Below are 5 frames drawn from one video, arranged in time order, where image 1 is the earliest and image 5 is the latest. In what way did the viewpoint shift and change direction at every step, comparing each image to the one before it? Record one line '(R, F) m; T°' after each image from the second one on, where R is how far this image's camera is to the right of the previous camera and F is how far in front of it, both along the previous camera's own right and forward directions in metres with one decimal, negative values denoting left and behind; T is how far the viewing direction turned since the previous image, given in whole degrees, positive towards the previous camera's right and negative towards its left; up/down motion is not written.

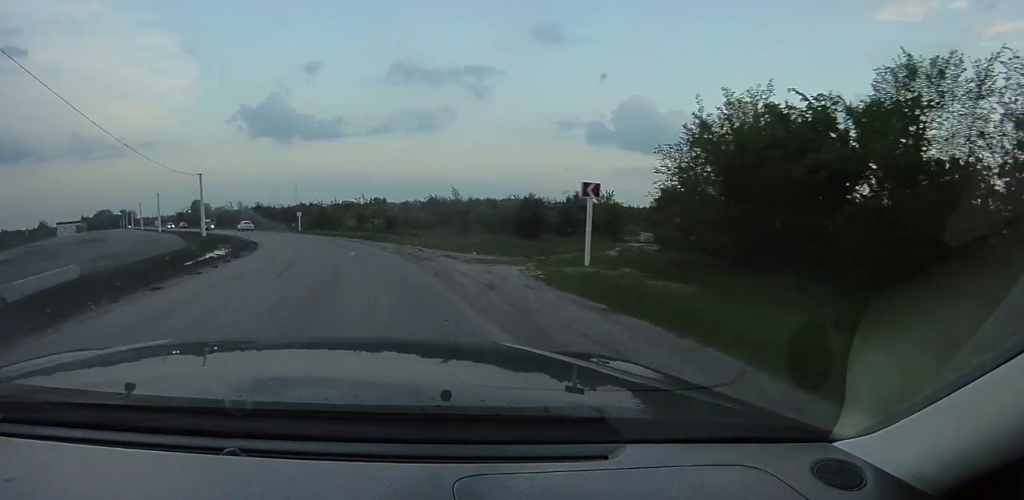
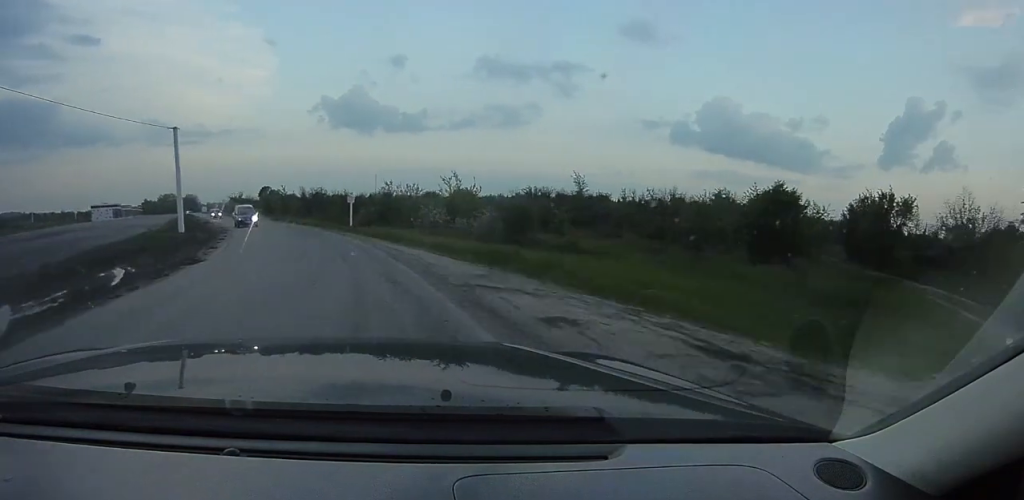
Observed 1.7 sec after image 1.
(-2.5, +25.3) m; -9°
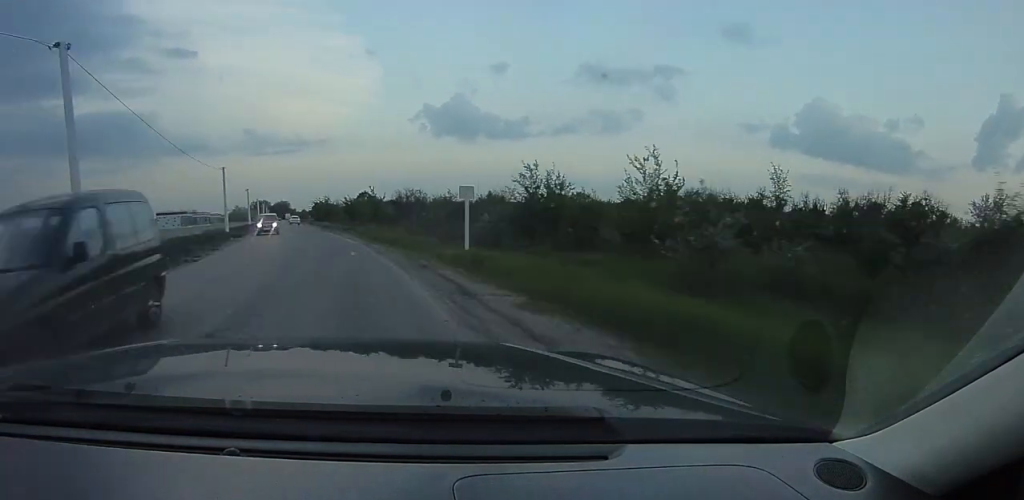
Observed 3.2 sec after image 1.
(-0.7, +20.0) m; -7°
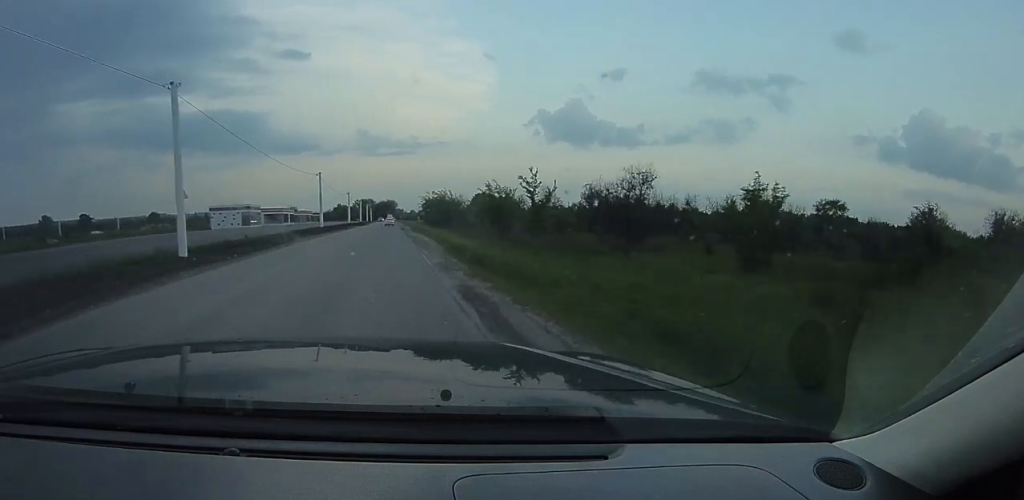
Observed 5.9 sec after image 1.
(-5.9, +36.7) m; -14°
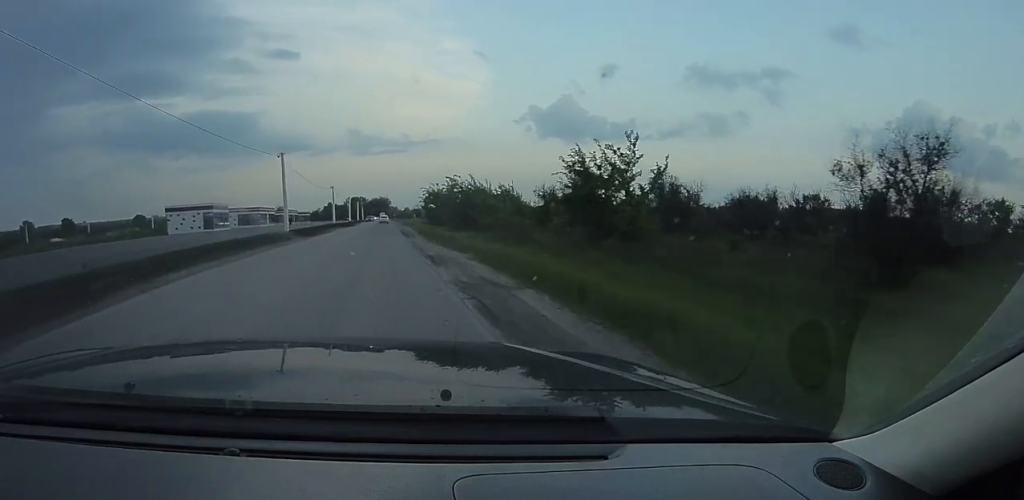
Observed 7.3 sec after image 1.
(0.0, +24.7) m; -1°
